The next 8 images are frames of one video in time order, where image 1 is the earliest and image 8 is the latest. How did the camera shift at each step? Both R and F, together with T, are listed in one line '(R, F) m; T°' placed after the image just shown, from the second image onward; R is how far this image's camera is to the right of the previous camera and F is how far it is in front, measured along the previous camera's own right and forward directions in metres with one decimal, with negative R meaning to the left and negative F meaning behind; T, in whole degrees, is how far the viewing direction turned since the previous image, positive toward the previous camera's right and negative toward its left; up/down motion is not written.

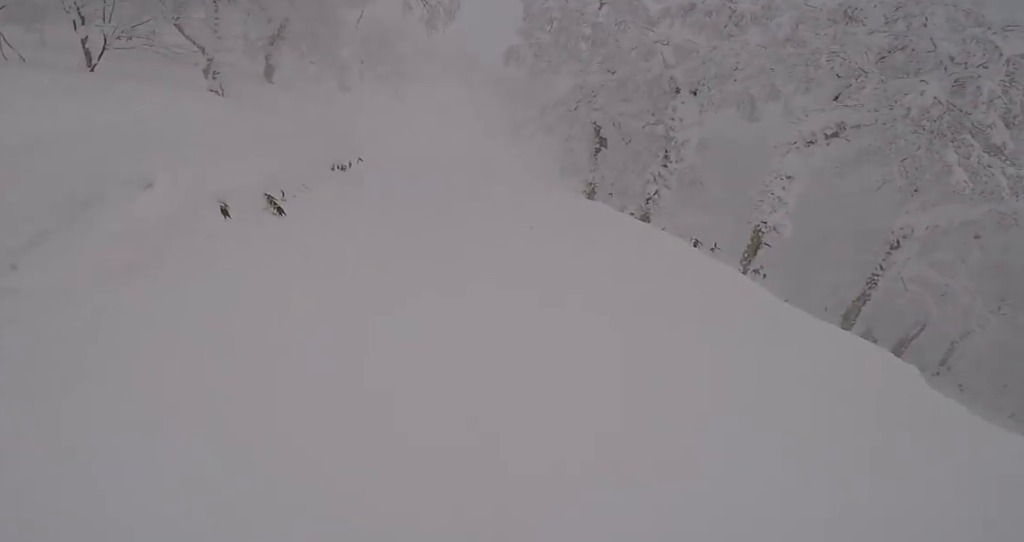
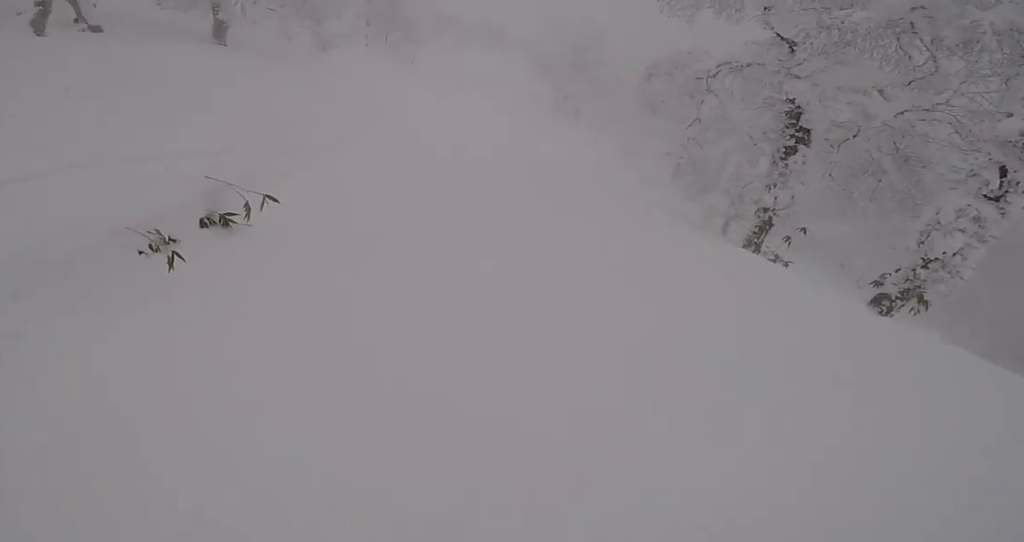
(+1.4, +11.1) m; +7°
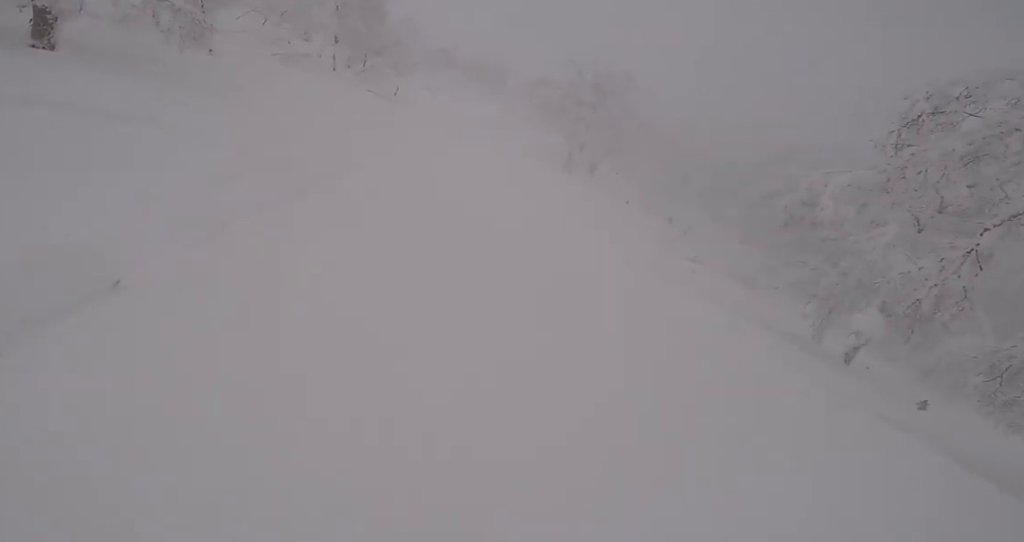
(0.0, +9.7) m; 0°
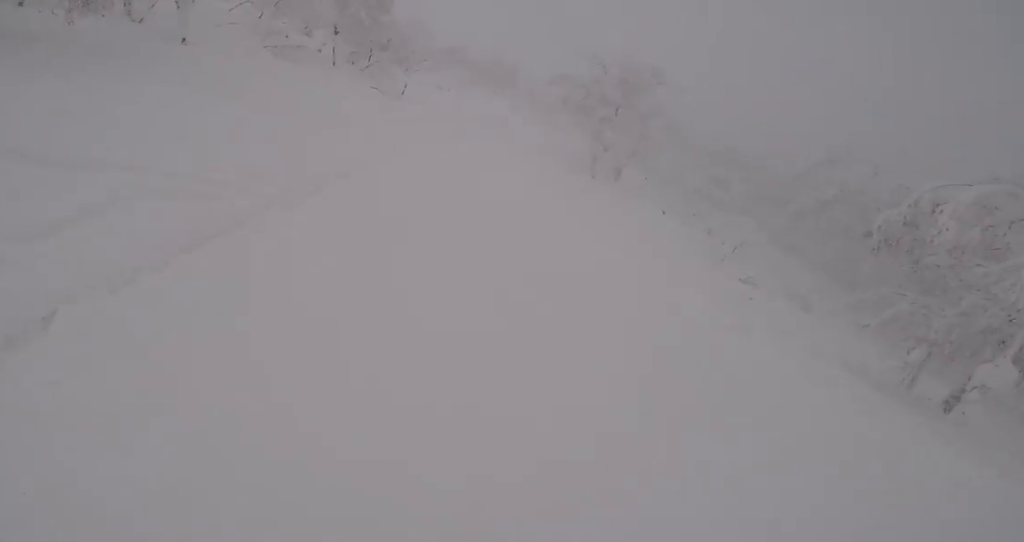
(0.0, +3.4) m; 0°
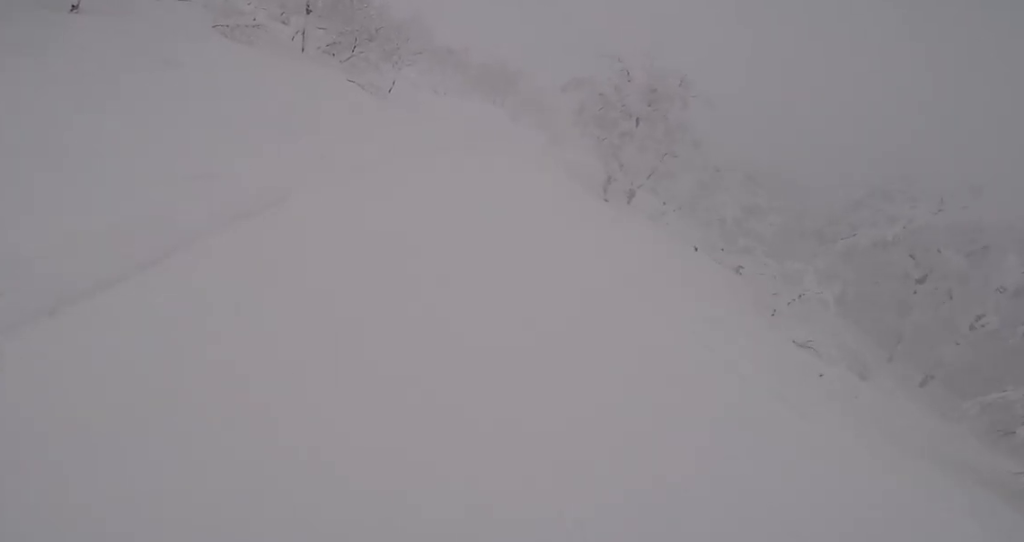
(0.0, +5.2) m; 0°
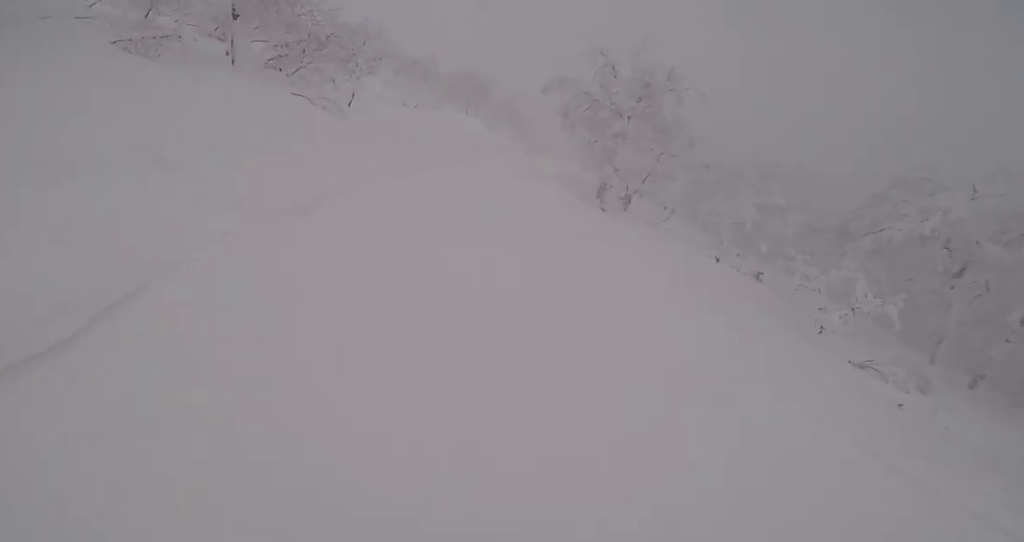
(0.0, +3.3) m; +3°
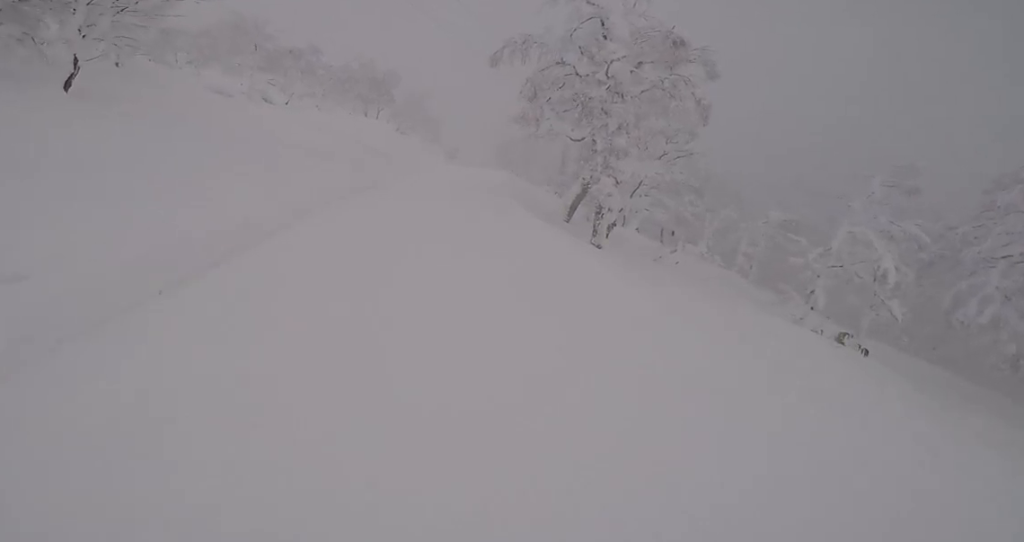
(+1.5, +12.1) m; +13°
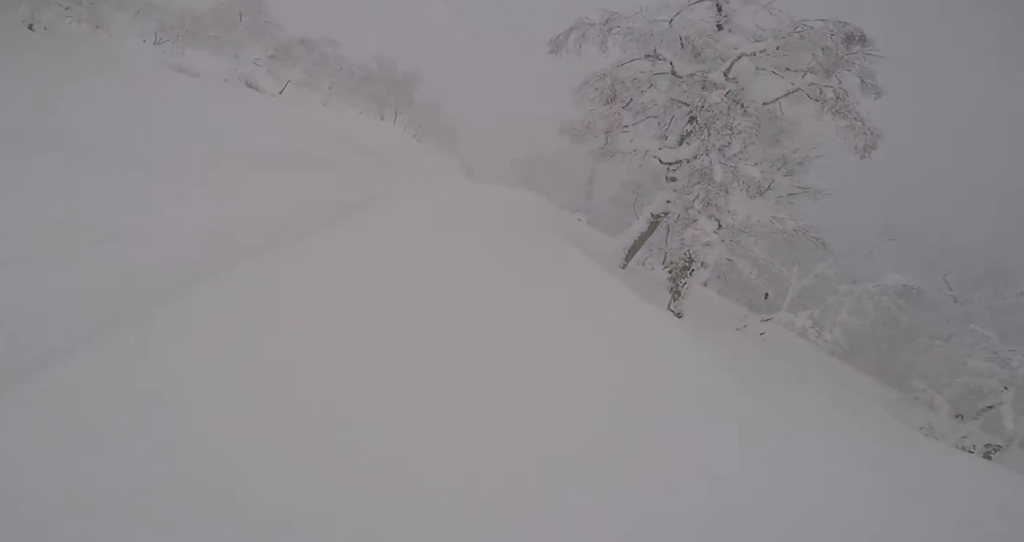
(0.0, +5.6) m; 0°
